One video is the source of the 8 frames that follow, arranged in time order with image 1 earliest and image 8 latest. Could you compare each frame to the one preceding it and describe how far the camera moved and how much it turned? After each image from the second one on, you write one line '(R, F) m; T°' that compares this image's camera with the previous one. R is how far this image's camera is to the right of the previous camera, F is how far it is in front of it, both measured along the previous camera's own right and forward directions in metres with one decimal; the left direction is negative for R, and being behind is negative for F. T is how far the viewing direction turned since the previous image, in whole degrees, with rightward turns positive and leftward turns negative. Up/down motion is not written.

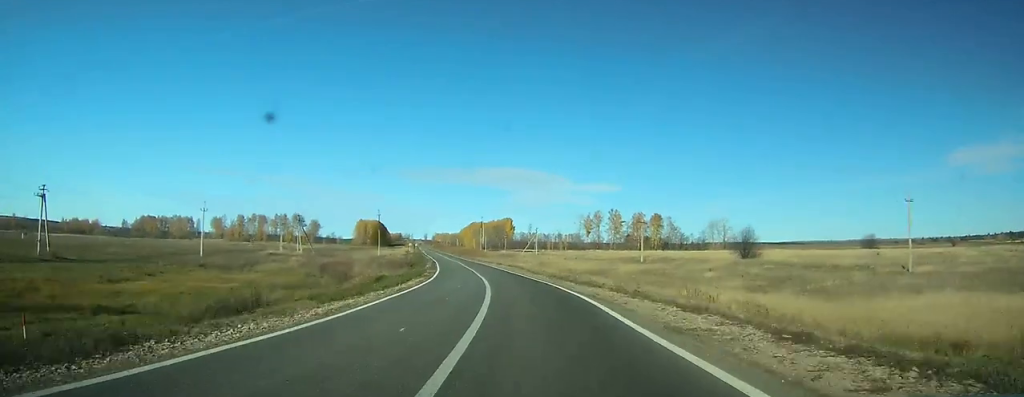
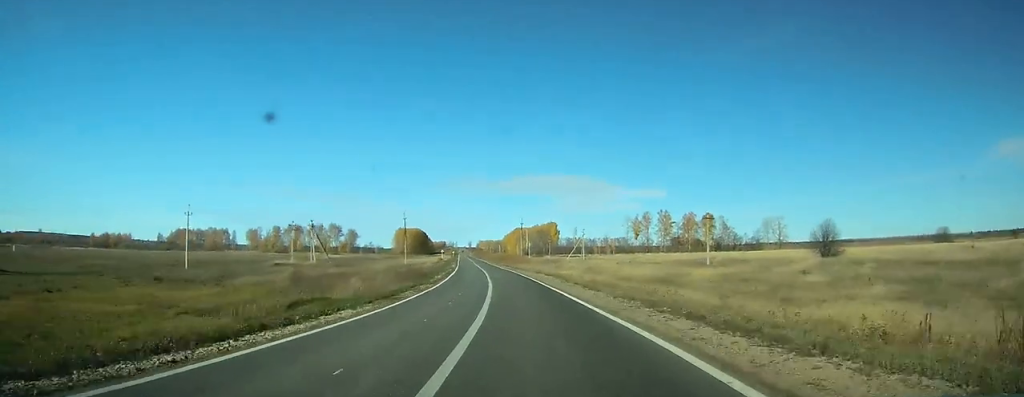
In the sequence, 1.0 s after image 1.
(-0.9, +17.3) m; -4°
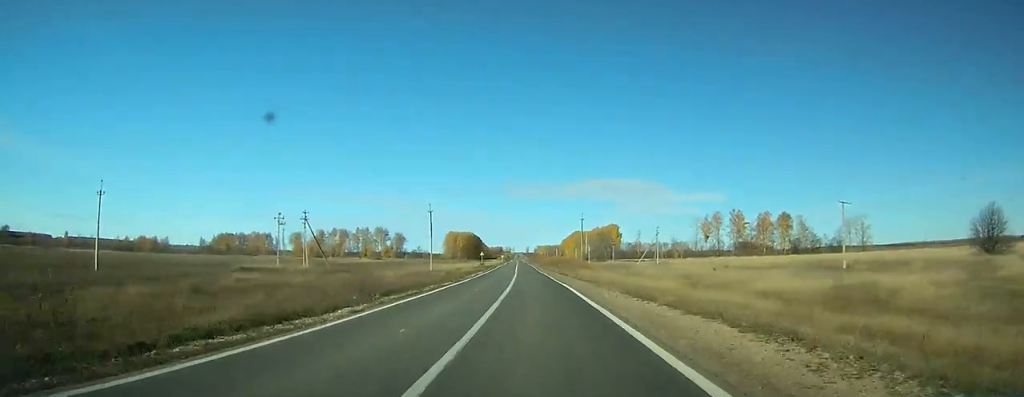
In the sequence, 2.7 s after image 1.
(-1.6, +30.2) m; -6°
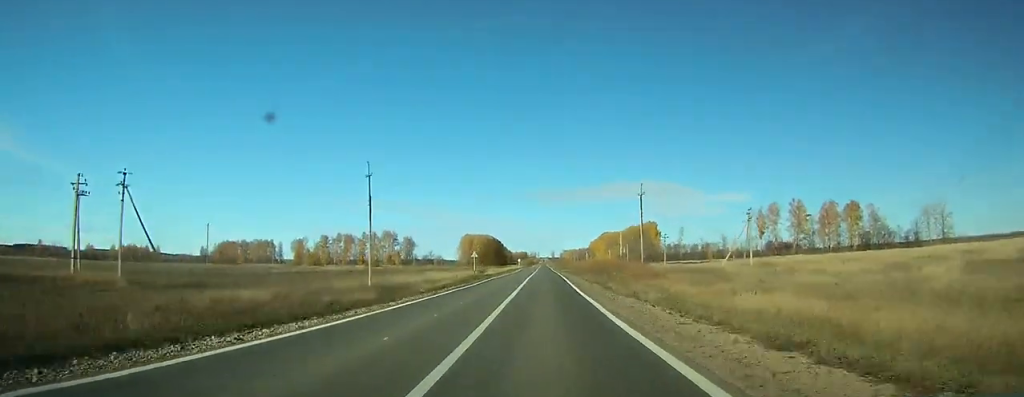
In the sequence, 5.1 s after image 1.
(-3.7, +50.4) m; -6°
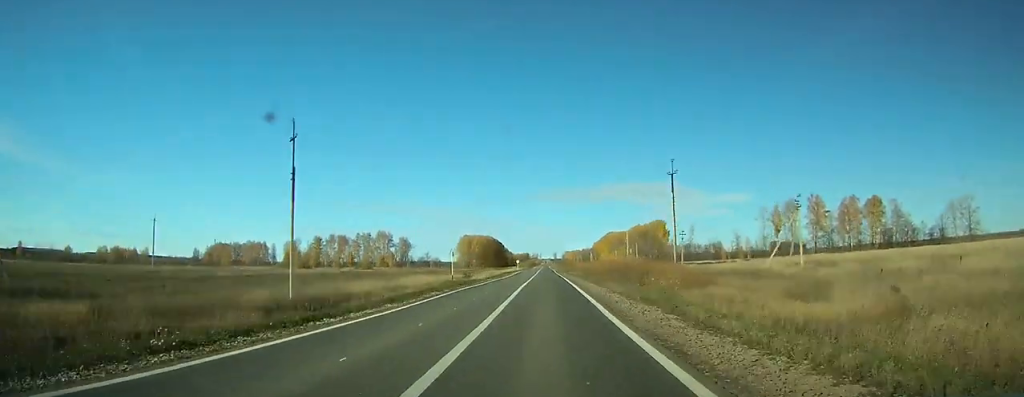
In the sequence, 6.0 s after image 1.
(-0.2, +18.9) m; -1°
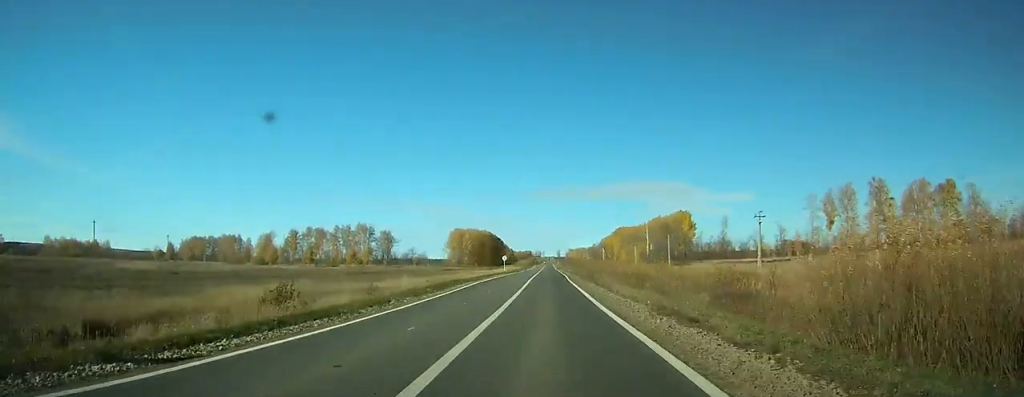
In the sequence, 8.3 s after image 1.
(-0.5, +54.6) m; -1°
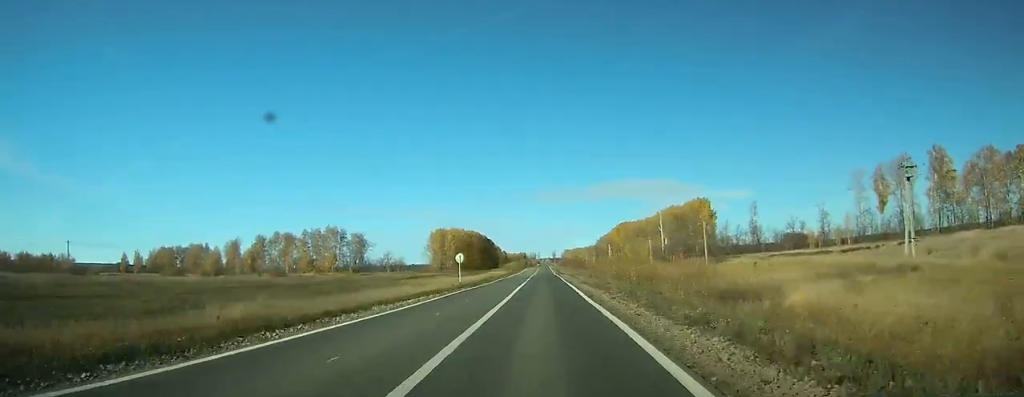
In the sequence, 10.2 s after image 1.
(0.0, +42.5) m; 0°
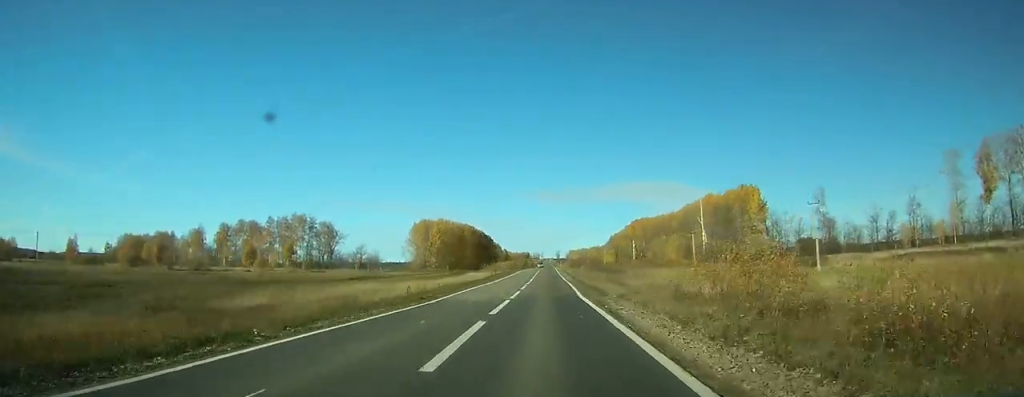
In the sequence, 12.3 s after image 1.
(0.0, +46.7) m; 0°
